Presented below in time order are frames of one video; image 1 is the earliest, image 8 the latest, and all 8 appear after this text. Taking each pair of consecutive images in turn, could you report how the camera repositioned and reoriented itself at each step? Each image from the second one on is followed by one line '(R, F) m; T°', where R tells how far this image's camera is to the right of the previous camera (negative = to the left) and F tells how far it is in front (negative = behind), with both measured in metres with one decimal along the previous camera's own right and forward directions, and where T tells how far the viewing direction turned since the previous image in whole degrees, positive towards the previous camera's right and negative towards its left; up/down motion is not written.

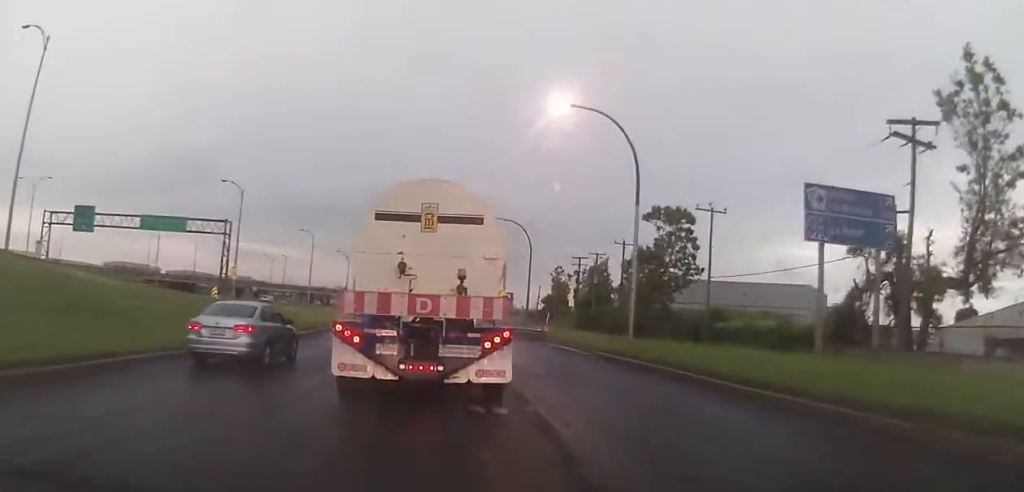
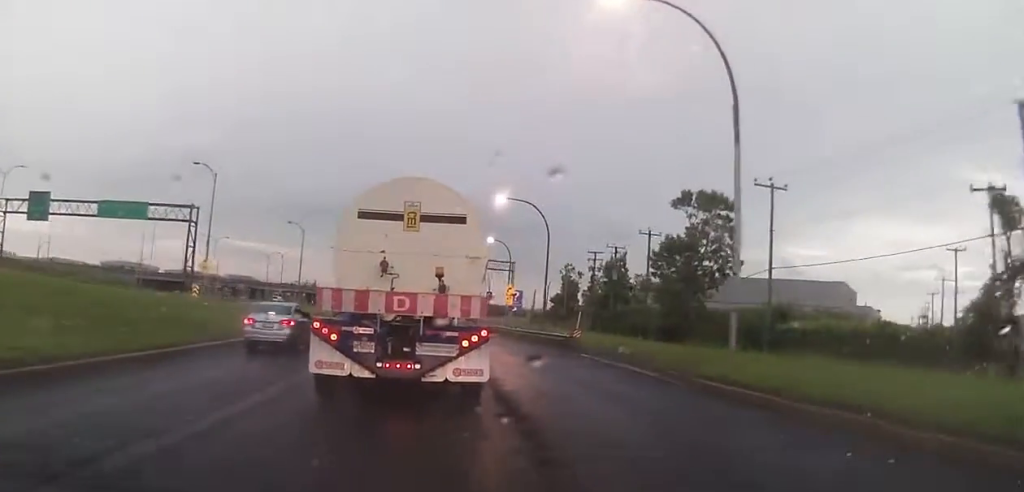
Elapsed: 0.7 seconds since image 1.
(-0.3, +9.7) m; 0°
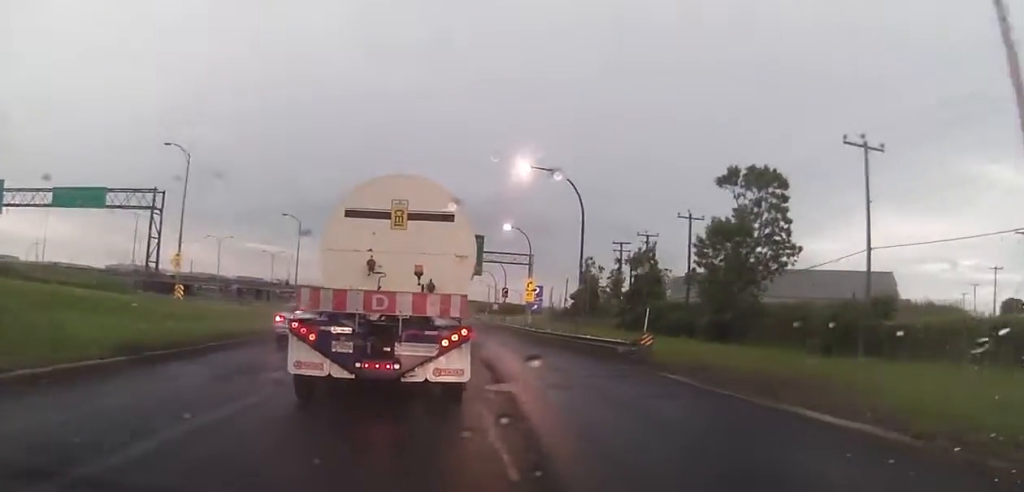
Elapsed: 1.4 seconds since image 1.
(0.0, +9.3) m; 0°
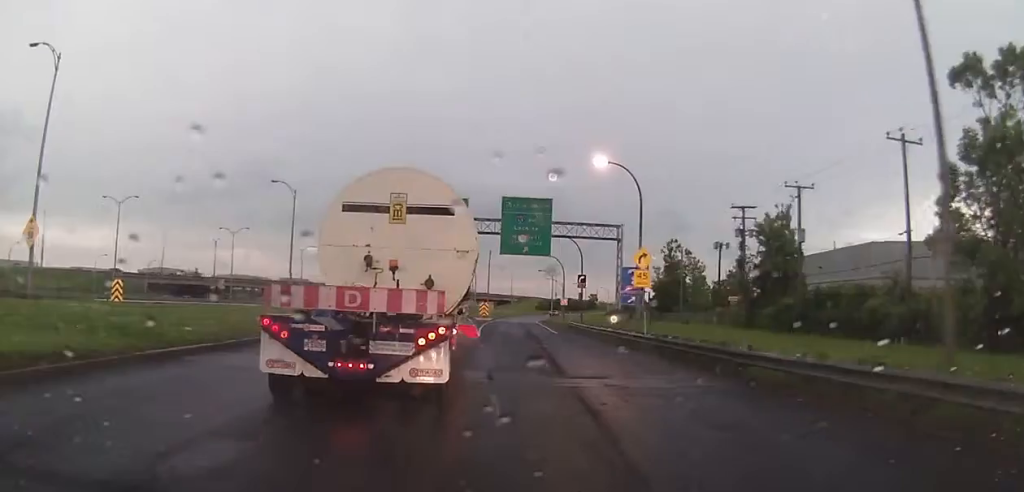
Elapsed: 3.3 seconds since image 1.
(-0.5, +26.2) m; -5°
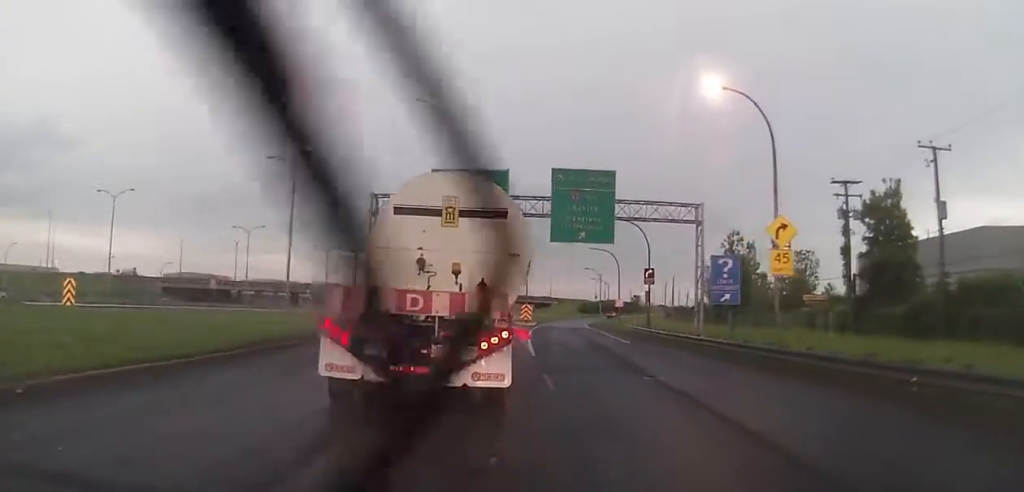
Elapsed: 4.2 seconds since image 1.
(-0.4, +13.1) m; -2°
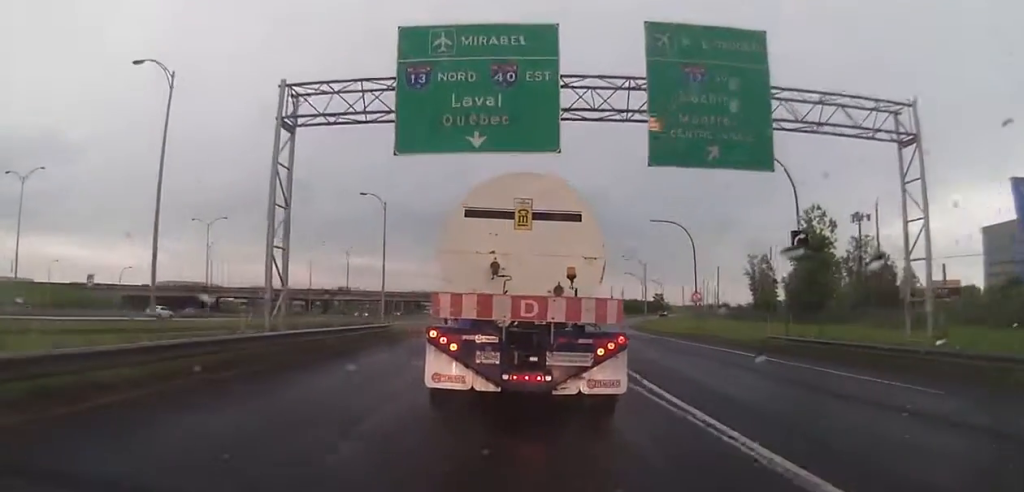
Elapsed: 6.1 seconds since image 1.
(0.0, +25.3) m; 0°
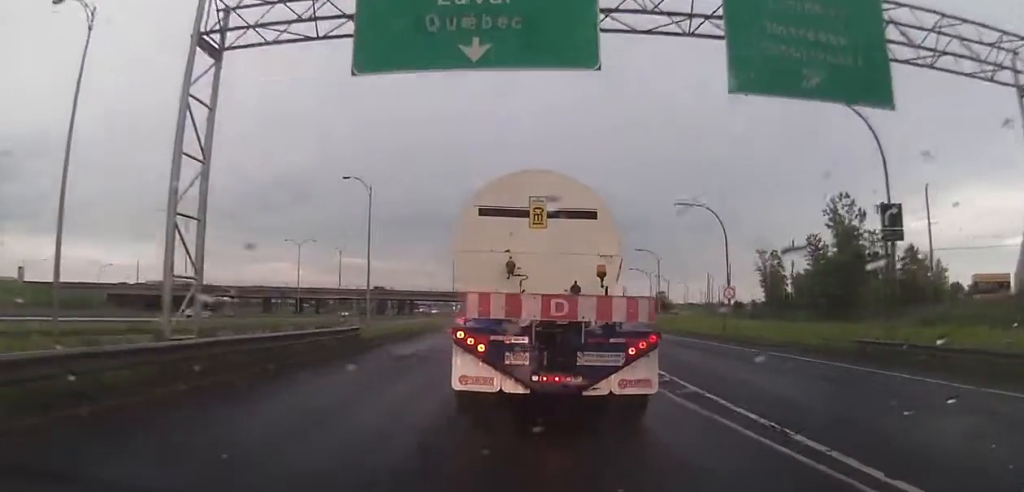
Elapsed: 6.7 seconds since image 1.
(0.0, +7.8) m; 0°
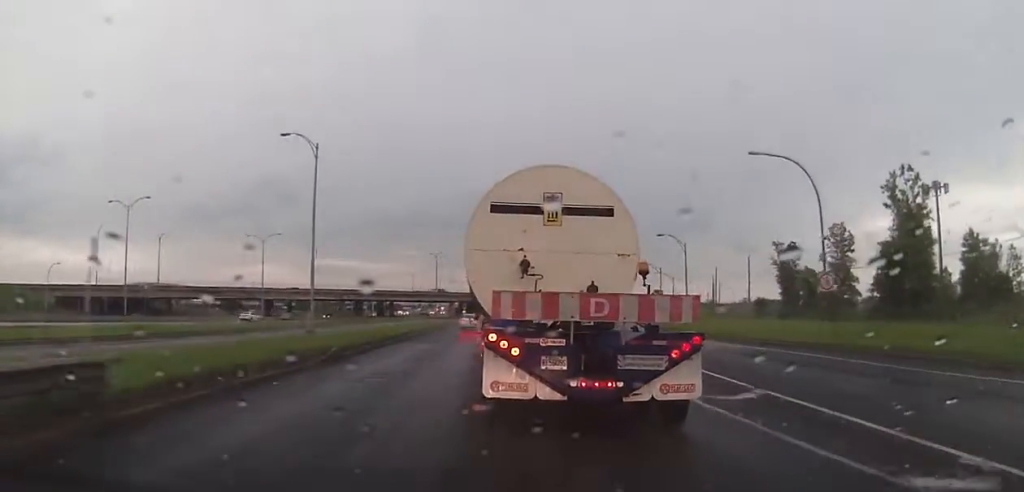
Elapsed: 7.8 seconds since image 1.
(0.0, +15.6) m; 0°
